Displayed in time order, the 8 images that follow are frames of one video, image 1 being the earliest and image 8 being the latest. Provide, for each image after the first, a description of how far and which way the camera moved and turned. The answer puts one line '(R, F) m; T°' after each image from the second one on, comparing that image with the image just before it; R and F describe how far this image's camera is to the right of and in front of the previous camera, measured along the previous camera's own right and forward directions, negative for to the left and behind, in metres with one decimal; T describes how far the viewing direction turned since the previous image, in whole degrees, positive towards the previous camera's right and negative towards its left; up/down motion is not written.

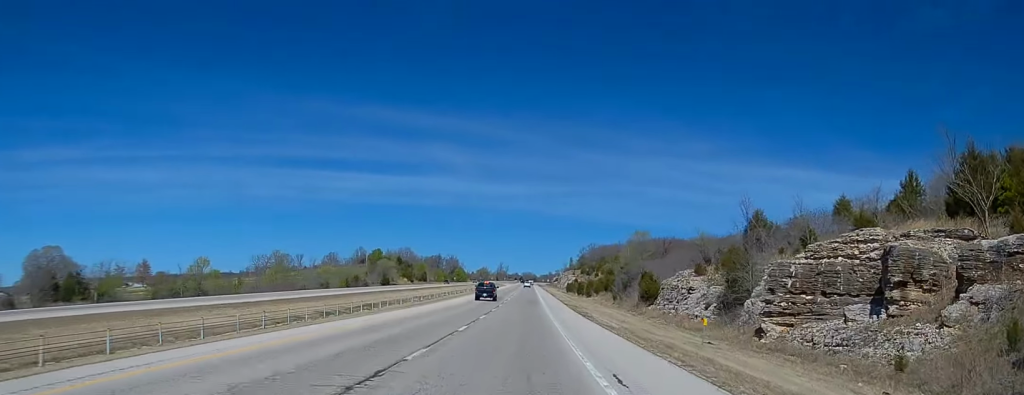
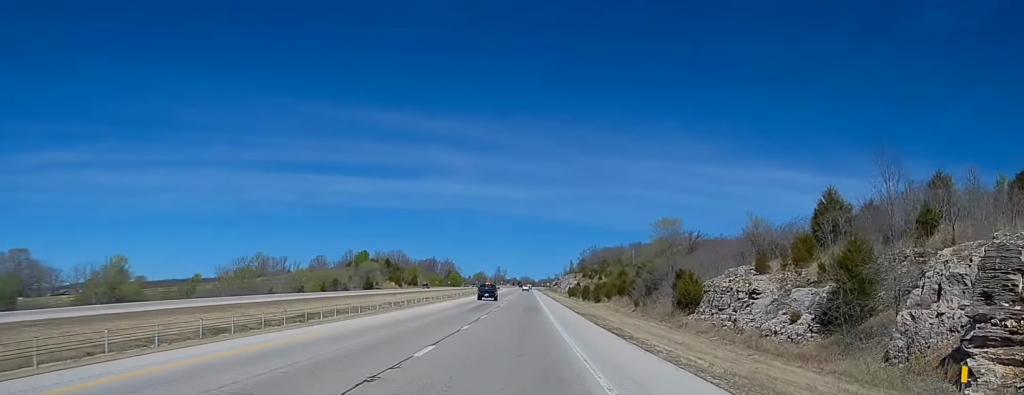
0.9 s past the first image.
(0.0, +23.0) m; 0°
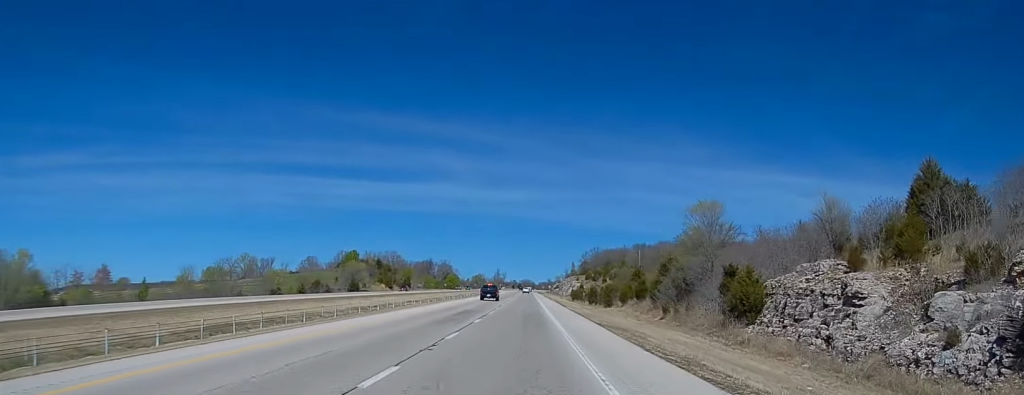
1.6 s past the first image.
(0.0, +18.1) m; 0°
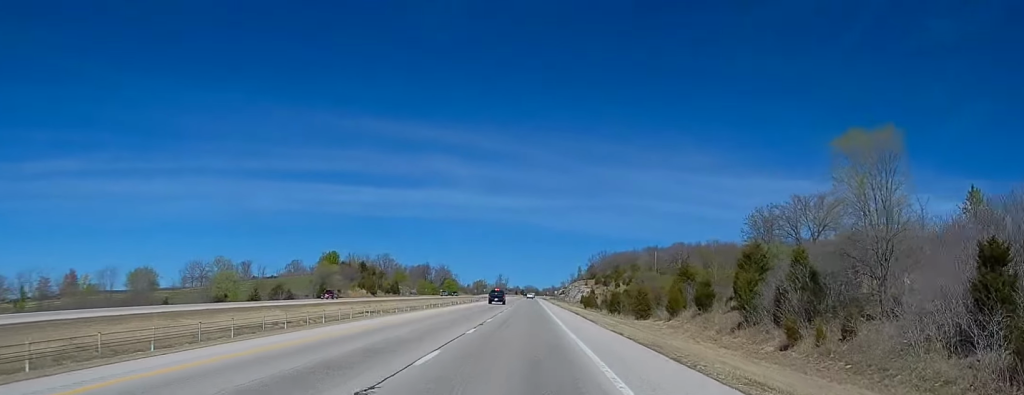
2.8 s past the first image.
(+0.4, +32.5) m; +1°
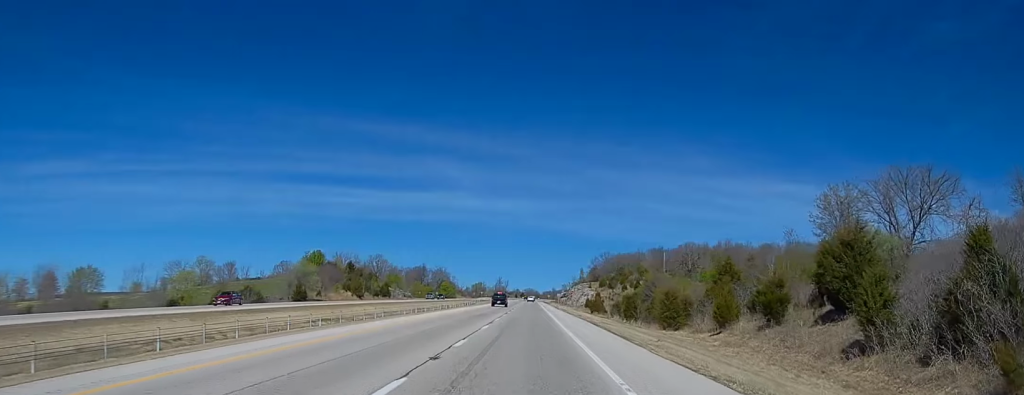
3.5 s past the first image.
(0.0, +17.9) m; -1°
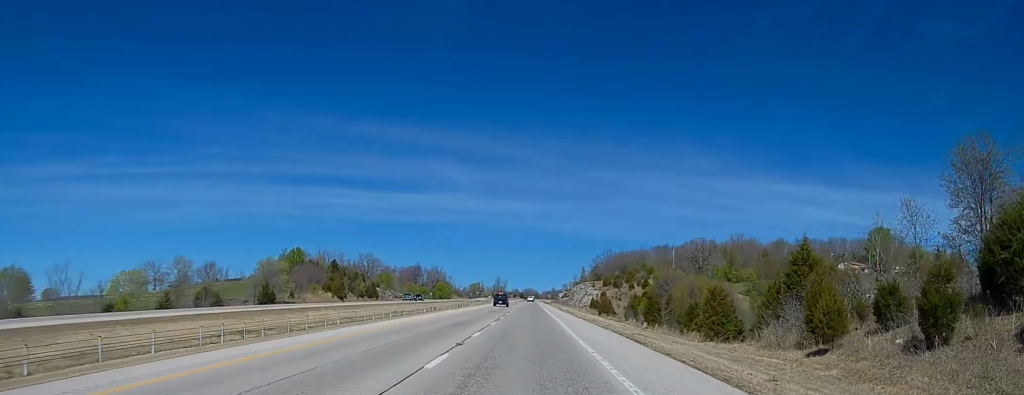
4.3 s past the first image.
(-0.3, +18.7) m; -1°
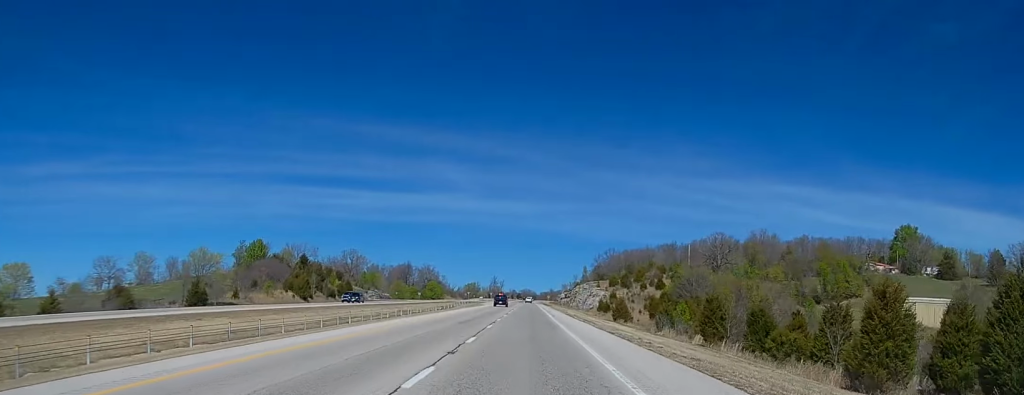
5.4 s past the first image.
(0.0, +27.5) m; 0°
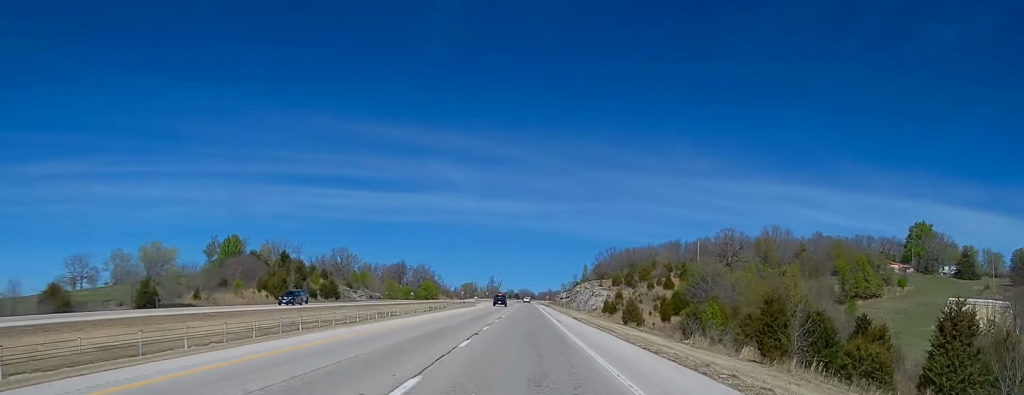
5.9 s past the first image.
(0.0, +14.1) m; 0°
